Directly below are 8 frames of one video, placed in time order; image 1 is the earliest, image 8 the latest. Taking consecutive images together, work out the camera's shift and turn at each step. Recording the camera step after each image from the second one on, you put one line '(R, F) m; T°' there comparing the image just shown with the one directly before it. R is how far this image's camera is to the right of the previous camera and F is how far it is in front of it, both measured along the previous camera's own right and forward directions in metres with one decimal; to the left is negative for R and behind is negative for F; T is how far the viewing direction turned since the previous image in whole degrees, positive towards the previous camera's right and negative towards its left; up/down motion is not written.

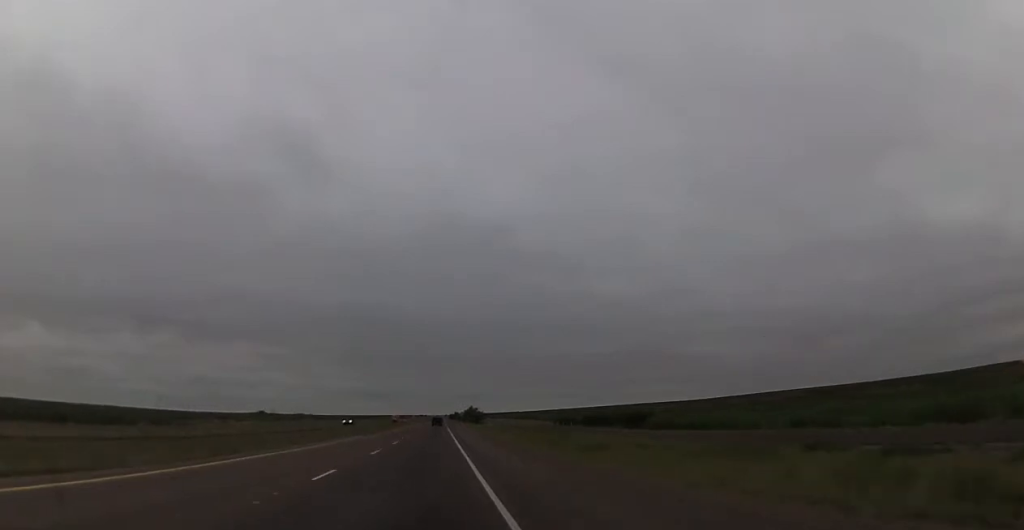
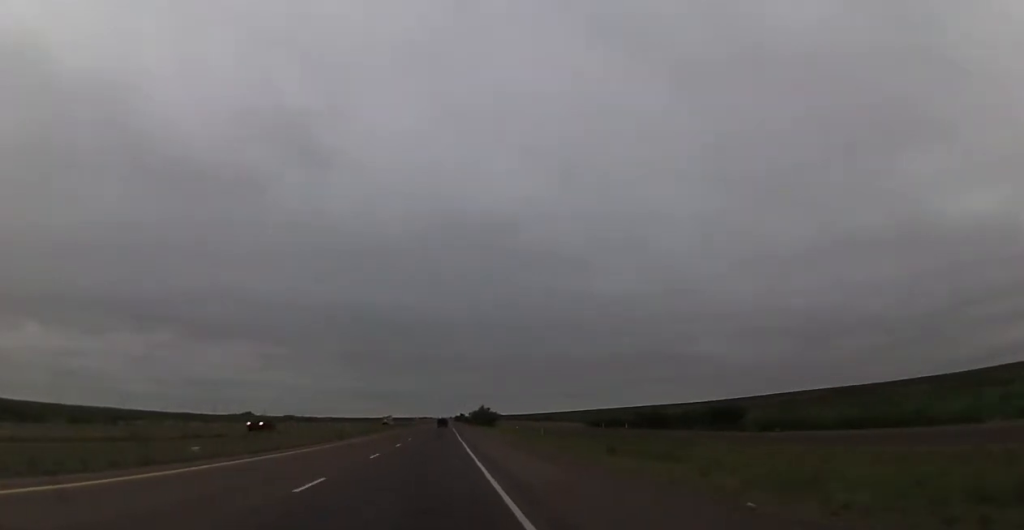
(0.0, +39.0) m; 0°
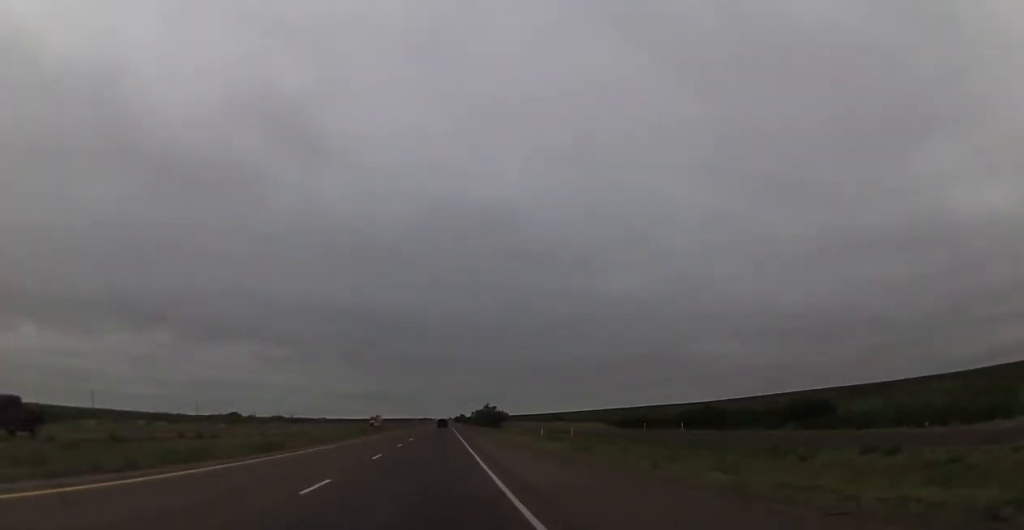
(0.0, +24.4) m; 0°
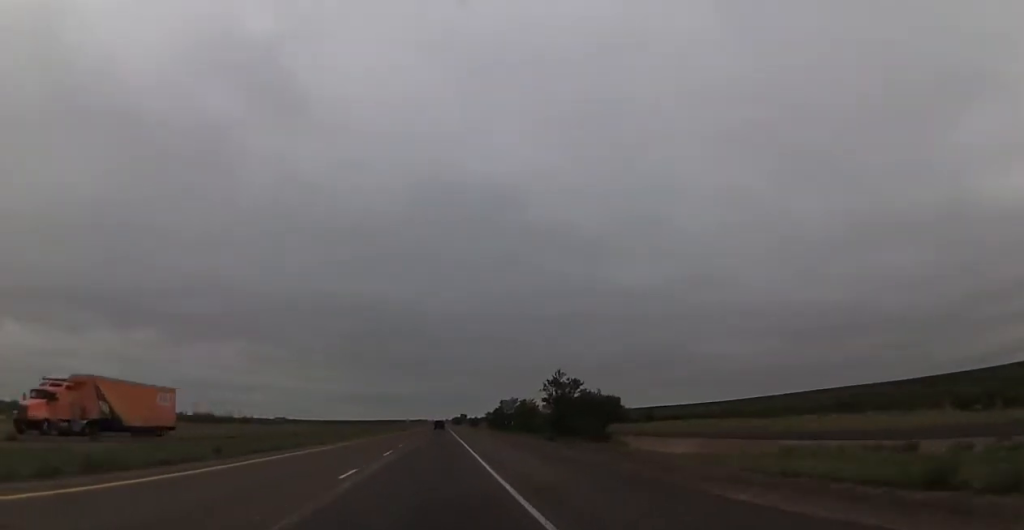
(-0.4, +105.3) m; 0°
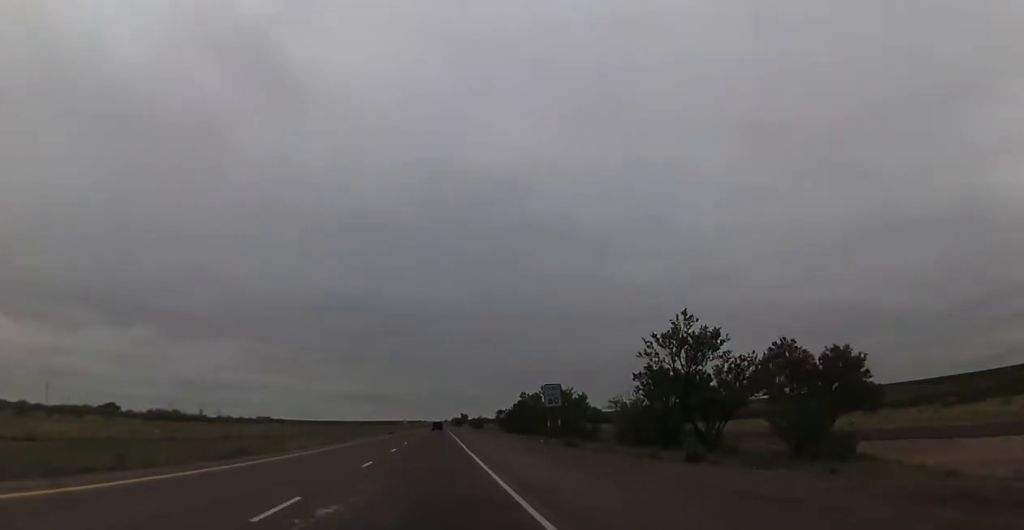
(+0.1, +31.4) m; 0°
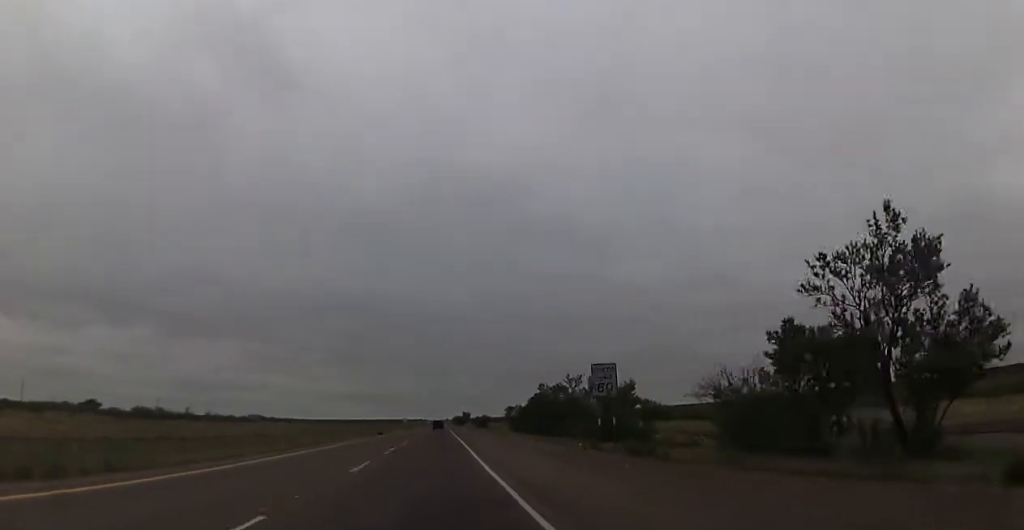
(-0.1, +14.5) m; 0°
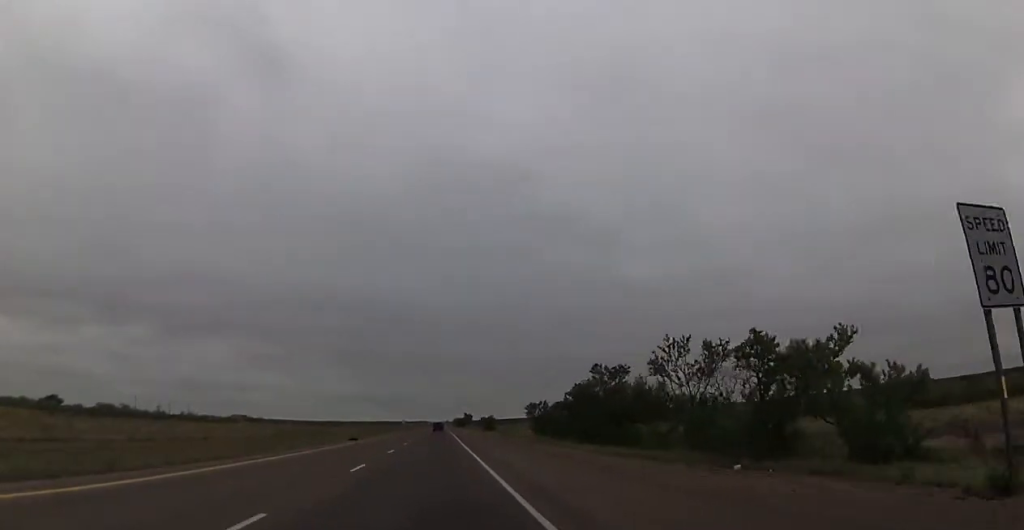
(-0.1, +24.1) m; 0°
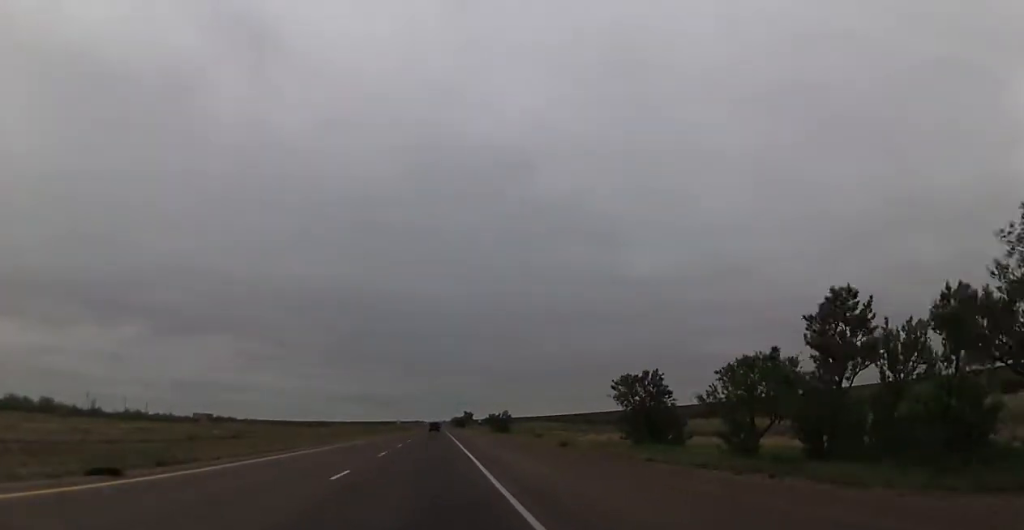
(0.0, +38.6) m; 0°
